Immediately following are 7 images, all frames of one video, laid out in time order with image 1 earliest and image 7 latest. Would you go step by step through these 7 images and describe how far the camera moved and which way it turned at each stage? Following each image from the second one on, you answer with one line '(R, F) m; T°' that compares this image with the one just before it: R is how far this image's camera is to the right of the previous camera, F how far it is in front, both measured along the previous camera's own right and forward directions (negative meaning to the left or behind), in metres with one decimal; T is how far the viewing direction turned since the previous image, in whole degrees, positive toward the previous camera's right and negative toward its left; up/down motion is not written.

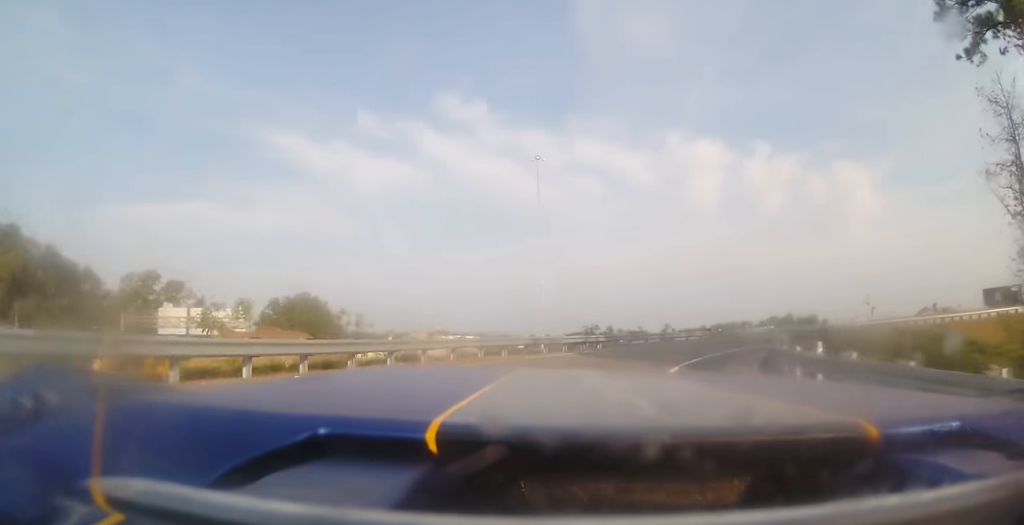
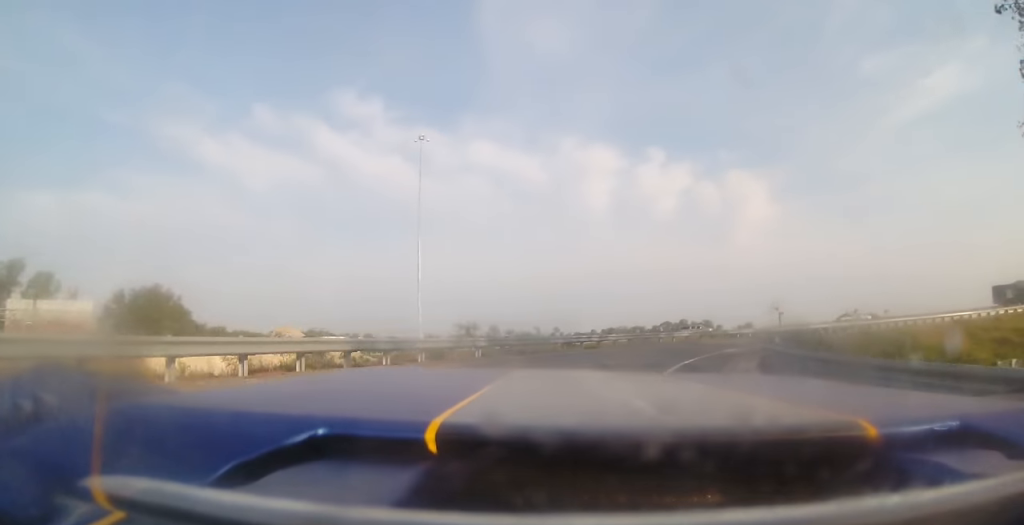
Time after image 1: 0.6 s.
(+2.6, +11.2) m; +16°
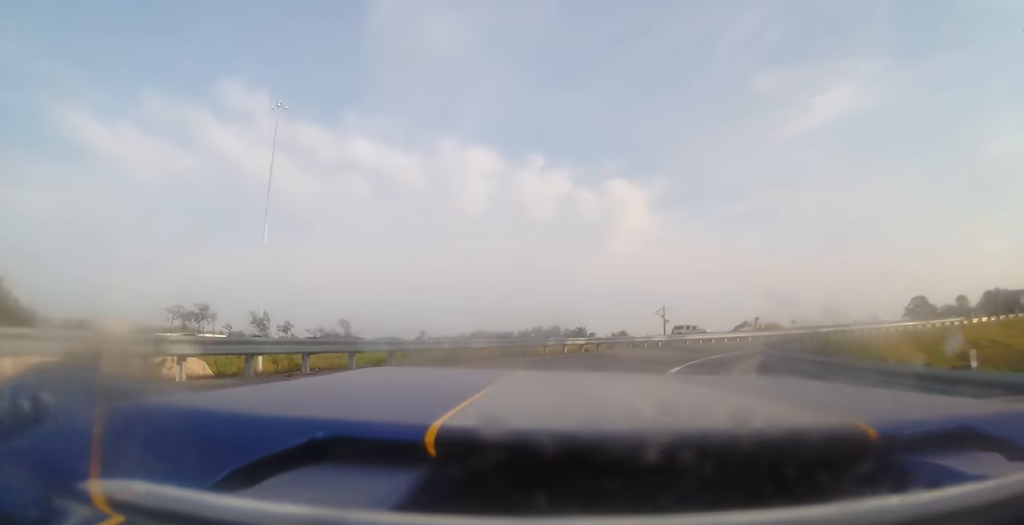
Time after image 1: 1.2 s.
(+2.0, +12.6) m; +13°
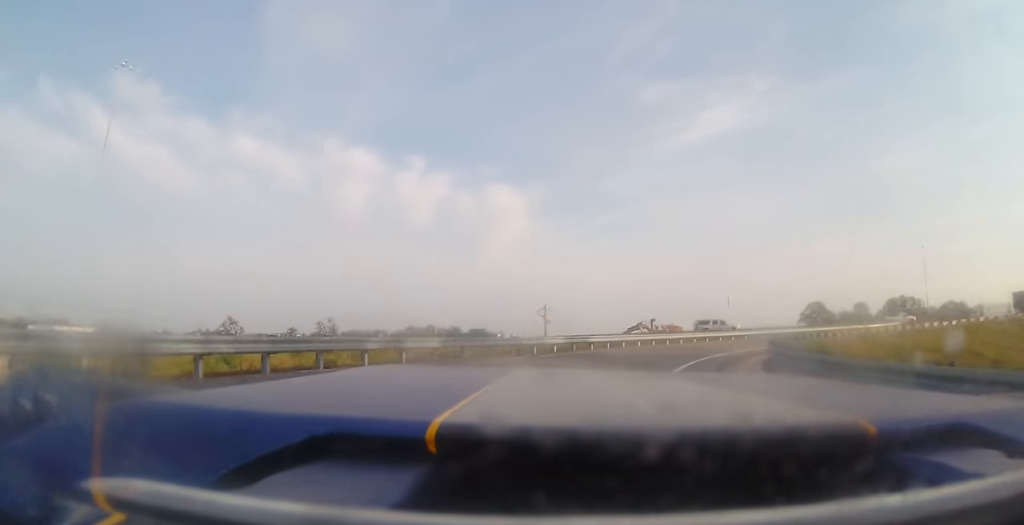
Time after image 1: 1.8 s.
(+0.7, +12.9) m; +11°
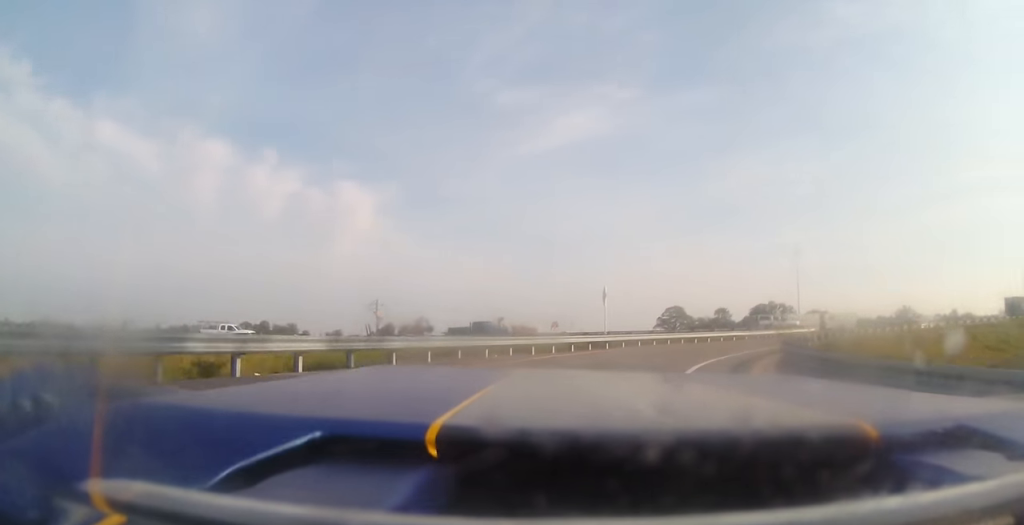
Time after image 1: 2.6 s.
(+2.2, +16.1) m; +15°
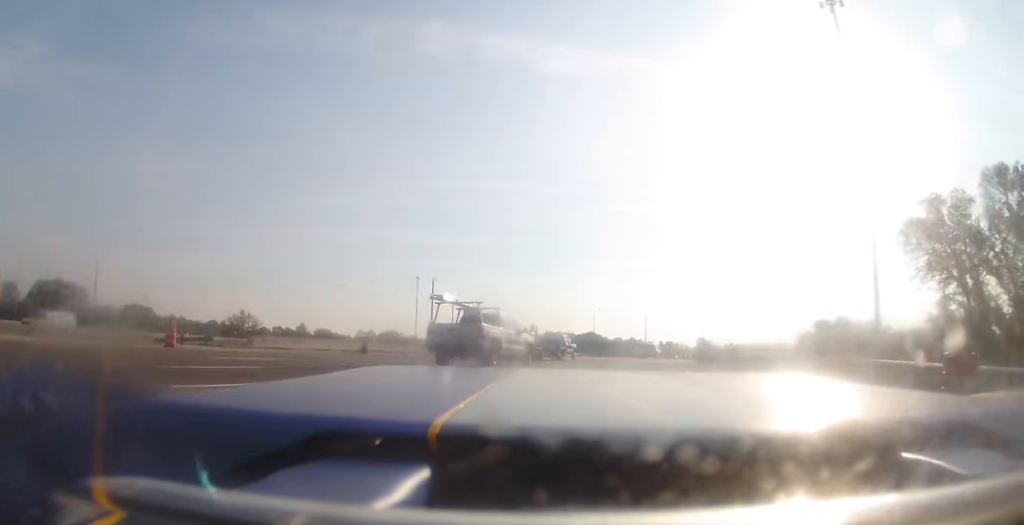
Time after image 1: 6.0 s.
(+35.4, +55.6) m; +64°
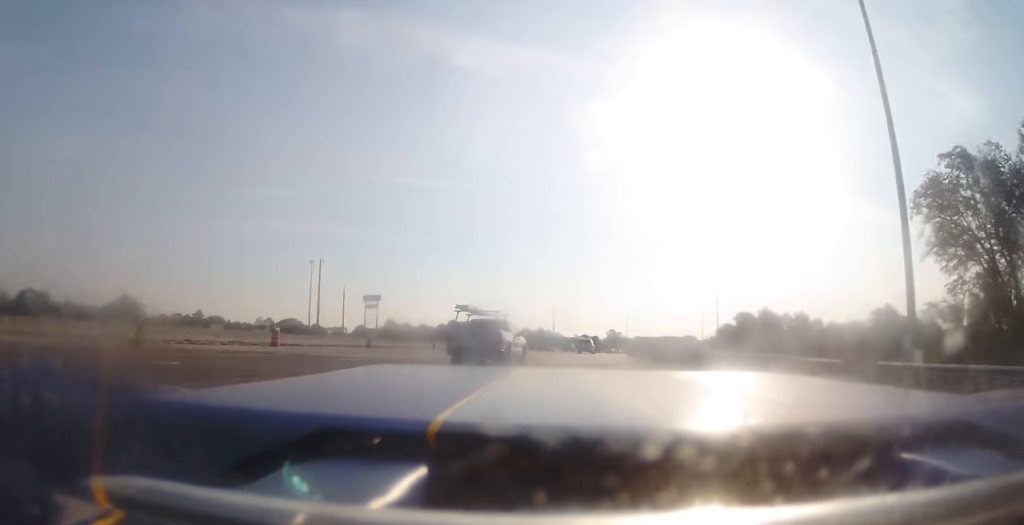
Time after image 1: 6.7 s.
(+2.4, +15.8) m; +11°
